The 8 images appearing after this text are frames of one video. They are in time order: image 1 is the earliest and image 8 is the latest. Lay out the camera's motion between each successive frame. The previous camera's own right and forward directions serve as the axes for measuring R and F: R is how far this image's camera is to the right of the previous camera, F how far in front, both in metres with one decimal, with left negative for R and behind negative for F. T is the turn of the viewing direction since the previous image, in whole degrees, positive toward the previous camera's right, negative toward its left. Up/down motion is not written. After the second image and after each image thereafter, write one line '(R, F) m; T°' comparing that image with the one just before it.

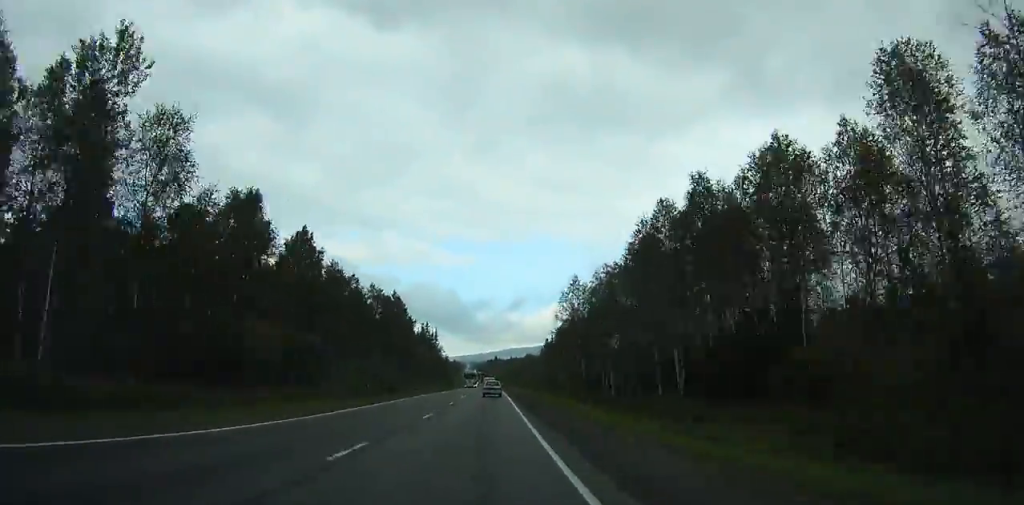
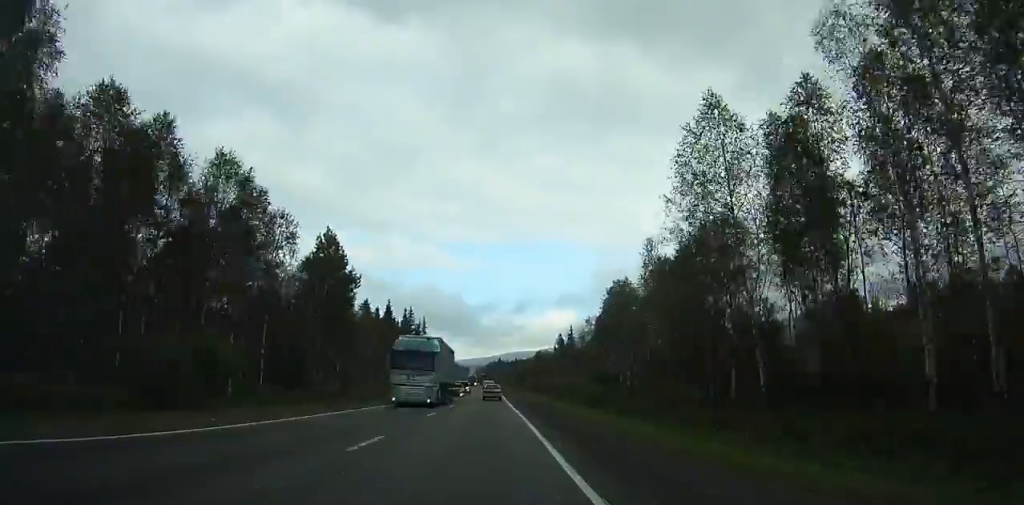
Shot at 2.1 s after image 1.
(-0.4, +46.8) m; -1°
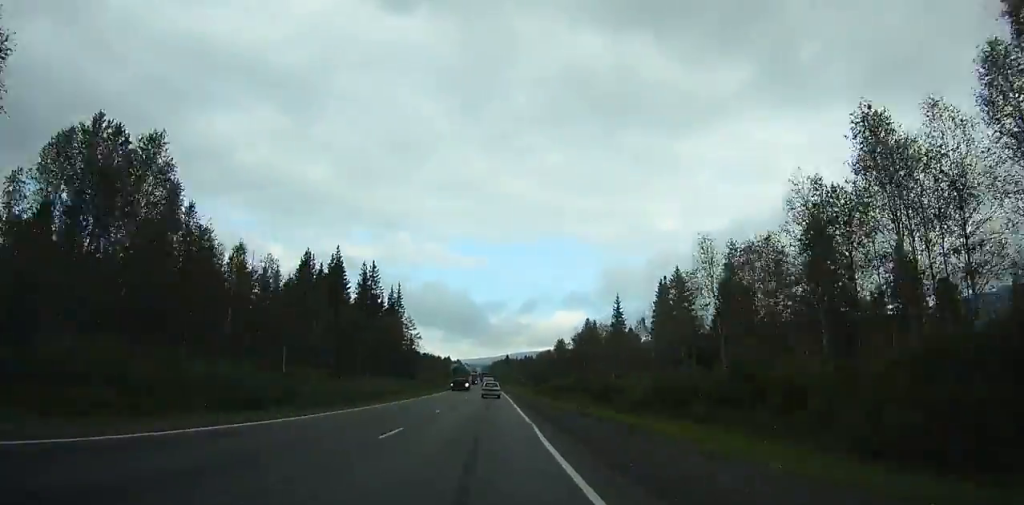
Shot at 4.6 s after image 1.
(-0.5, +56.5) m; -1°
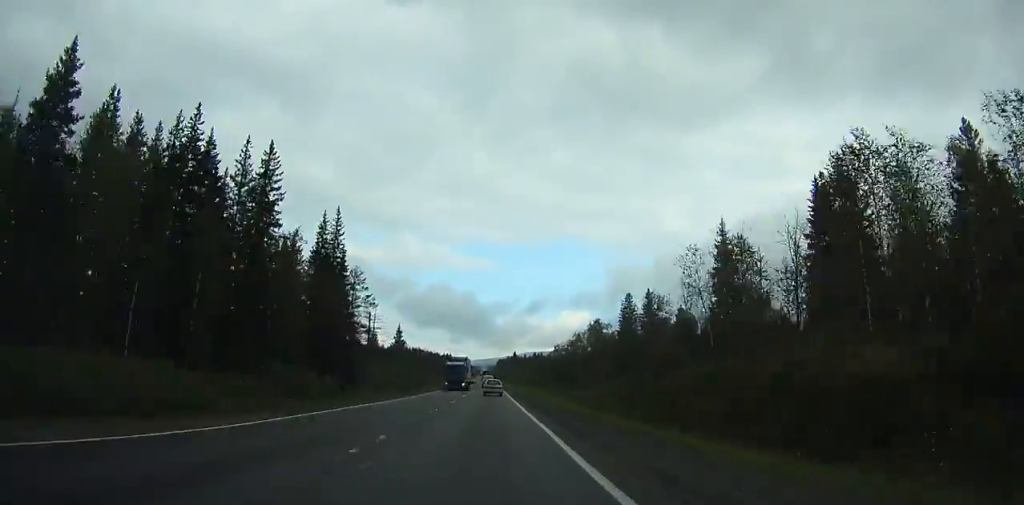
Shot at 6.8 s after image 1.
(-0.1, +50.1) m; 0°
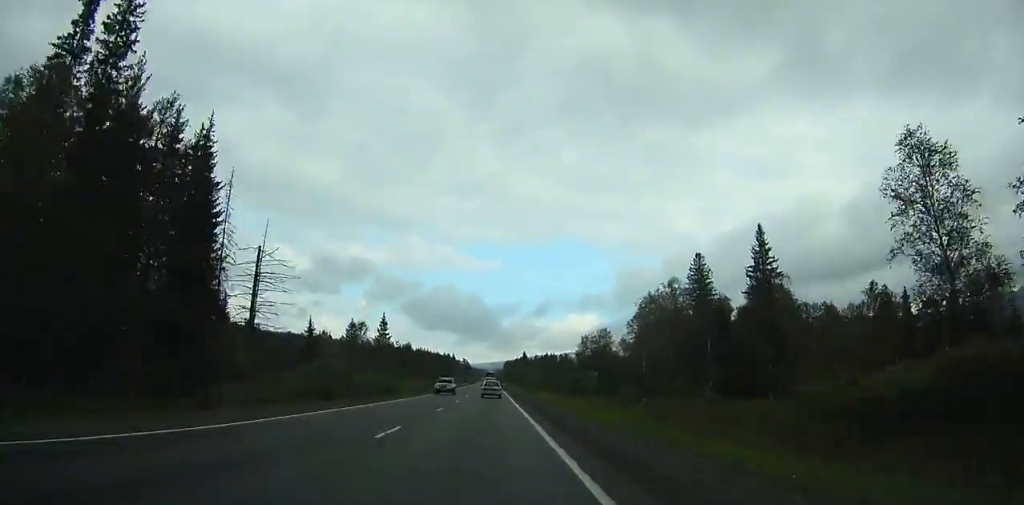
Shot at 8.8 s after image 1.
(-0.3, +45.3) m; 0°
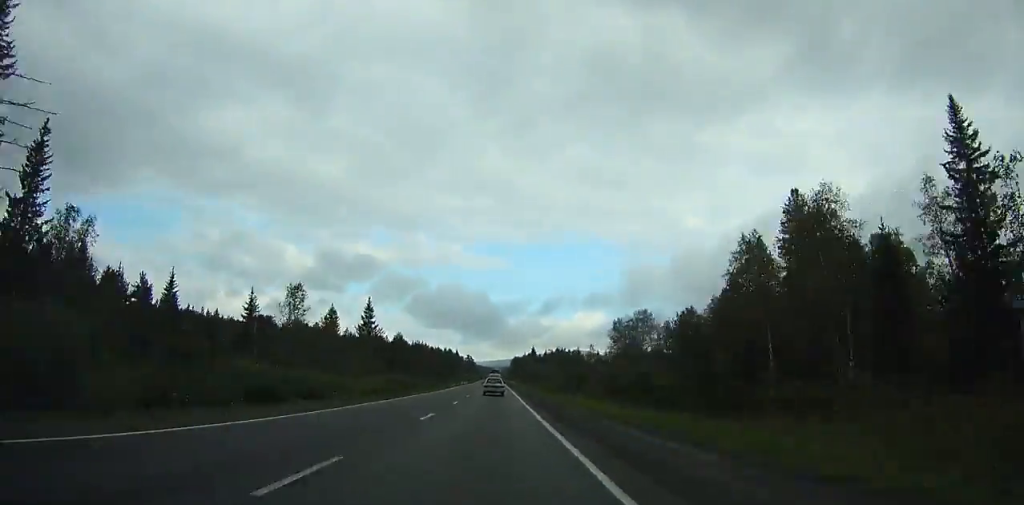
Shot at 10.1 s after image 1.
(0.0, +29.4) m; 0°
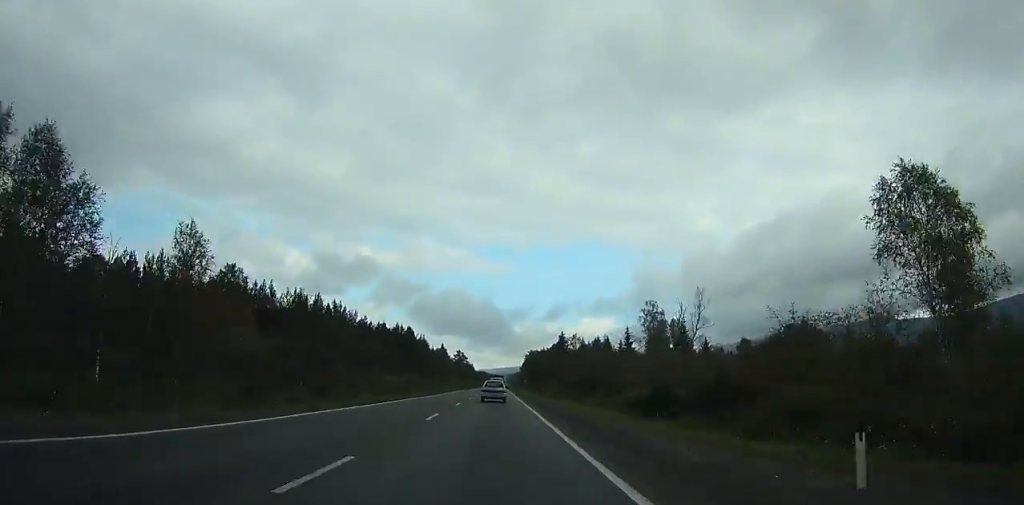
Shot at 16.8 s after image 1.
(-1.1, +145.4) m; -1°
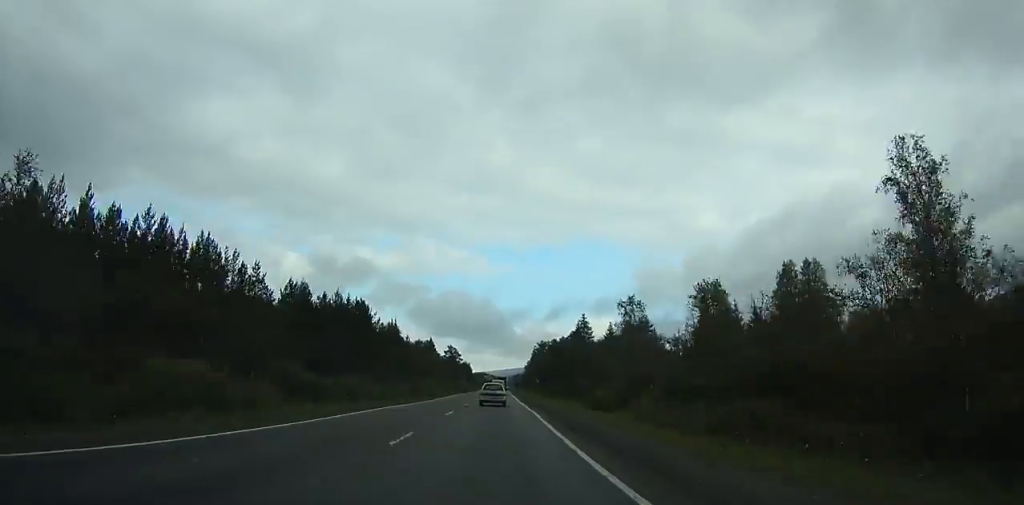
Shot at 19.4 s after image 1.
(-0.3, +54.1) m; 0°
